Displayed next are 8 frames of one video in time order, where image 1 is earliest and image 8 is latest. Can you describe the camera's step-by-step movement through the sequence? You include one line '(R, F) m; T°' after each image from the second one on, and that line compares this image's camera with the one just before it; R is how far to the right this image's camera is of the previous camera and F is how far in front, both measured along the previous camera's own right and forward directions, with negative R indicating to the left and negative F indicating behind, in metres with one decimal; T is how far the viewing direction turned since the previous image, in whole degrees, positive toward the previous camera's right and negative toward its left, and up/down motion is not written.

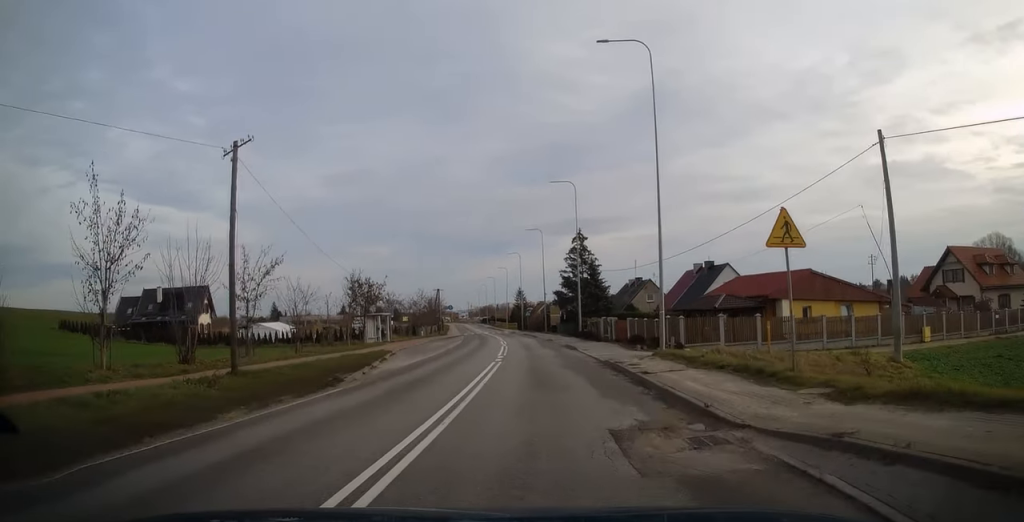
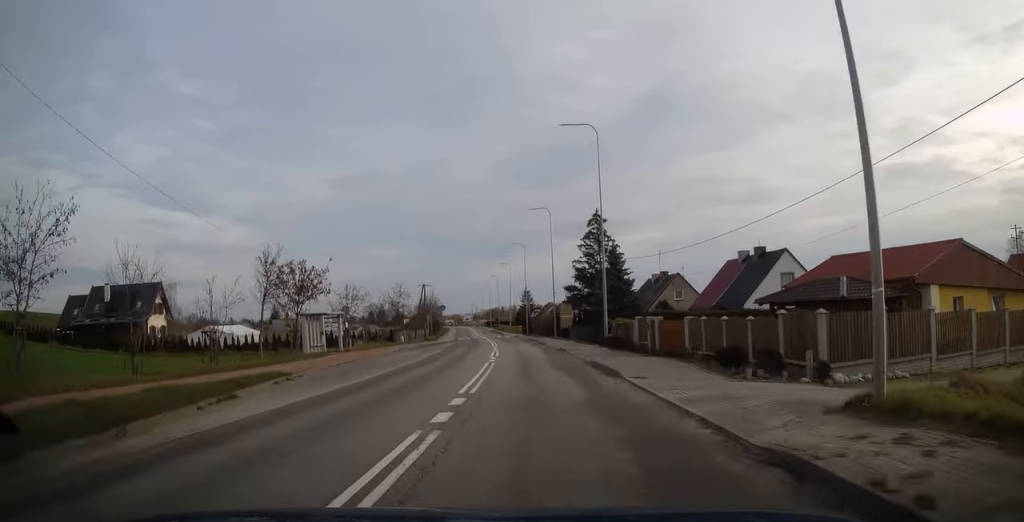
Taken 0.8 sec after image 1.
(+0.2, +14.4) m; 0°
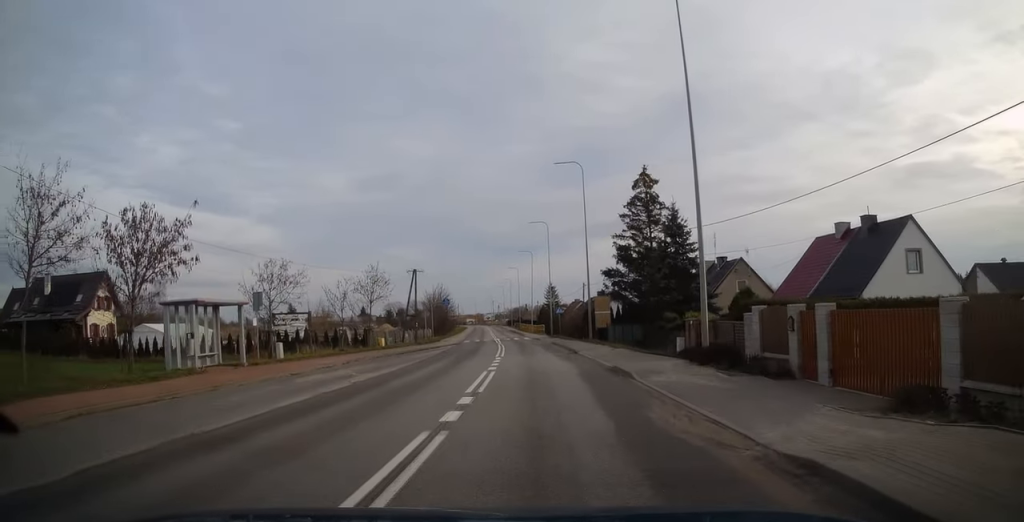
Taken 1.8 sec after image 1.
(-0.1, +15.8) m; -3°
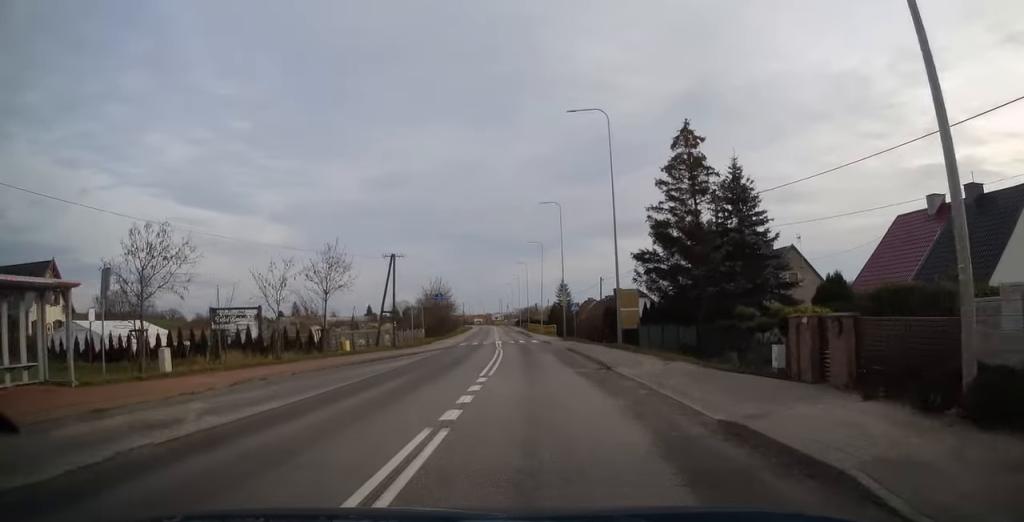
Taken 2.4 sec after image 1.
(-0.6, +10.4) m; -1°
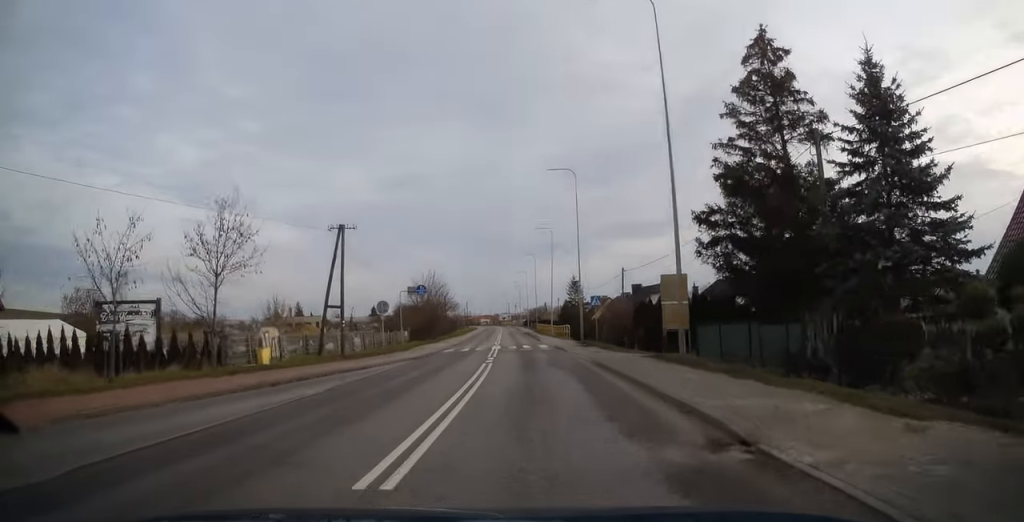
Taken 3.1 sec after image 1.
(-0.1, +11.8) m; -1°
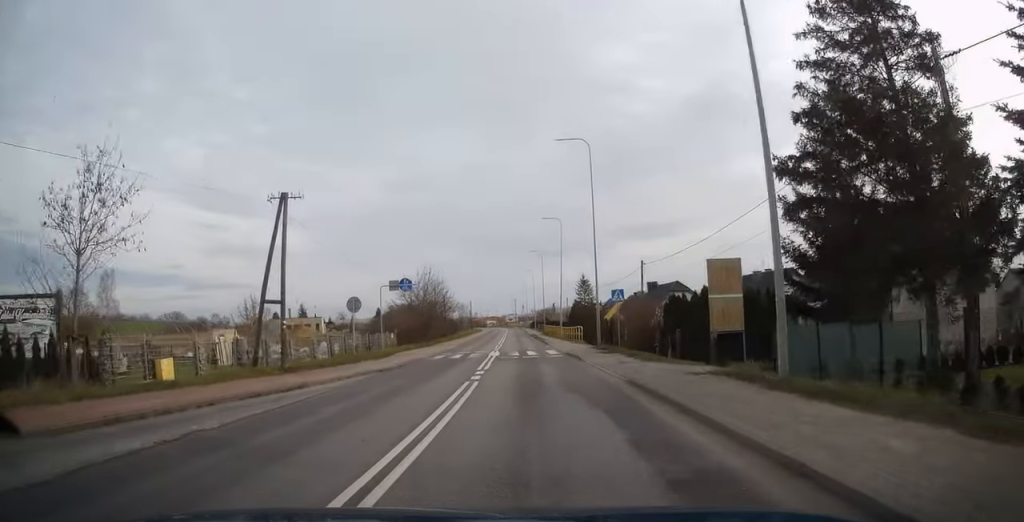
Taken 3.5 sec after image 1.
(+0.3, +7.3) m; -1°
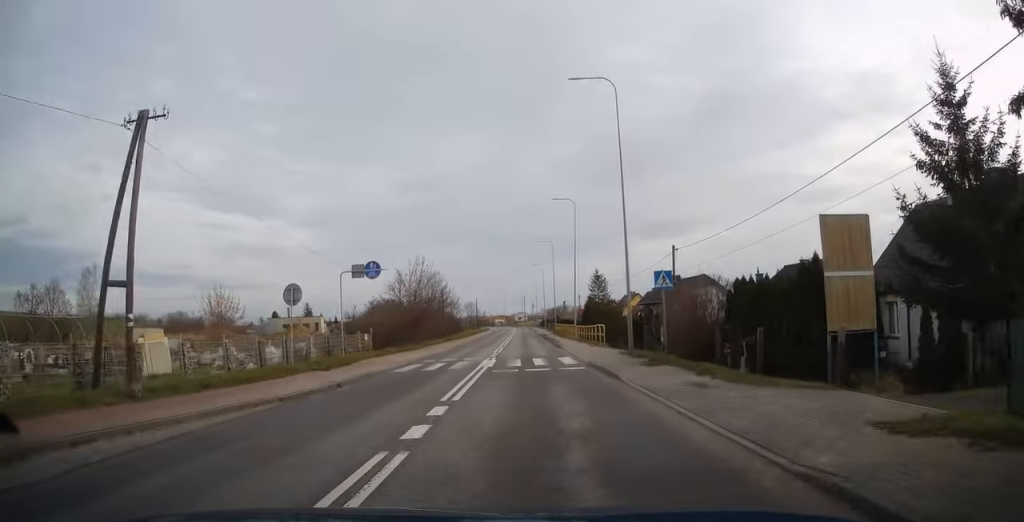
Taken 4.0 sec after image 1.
(-0.2, +8.9) m; -1°
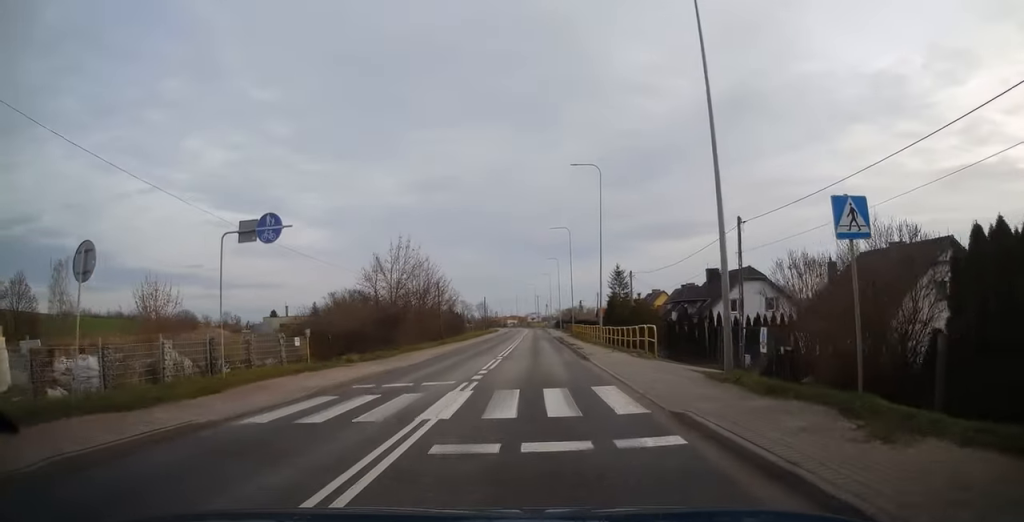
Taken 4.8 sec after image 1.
(-0.4, +11.9) m; -2°
